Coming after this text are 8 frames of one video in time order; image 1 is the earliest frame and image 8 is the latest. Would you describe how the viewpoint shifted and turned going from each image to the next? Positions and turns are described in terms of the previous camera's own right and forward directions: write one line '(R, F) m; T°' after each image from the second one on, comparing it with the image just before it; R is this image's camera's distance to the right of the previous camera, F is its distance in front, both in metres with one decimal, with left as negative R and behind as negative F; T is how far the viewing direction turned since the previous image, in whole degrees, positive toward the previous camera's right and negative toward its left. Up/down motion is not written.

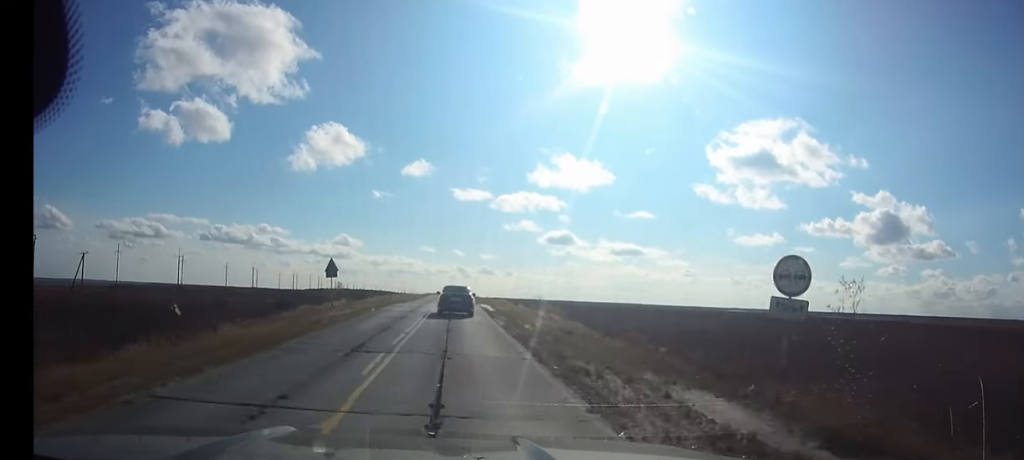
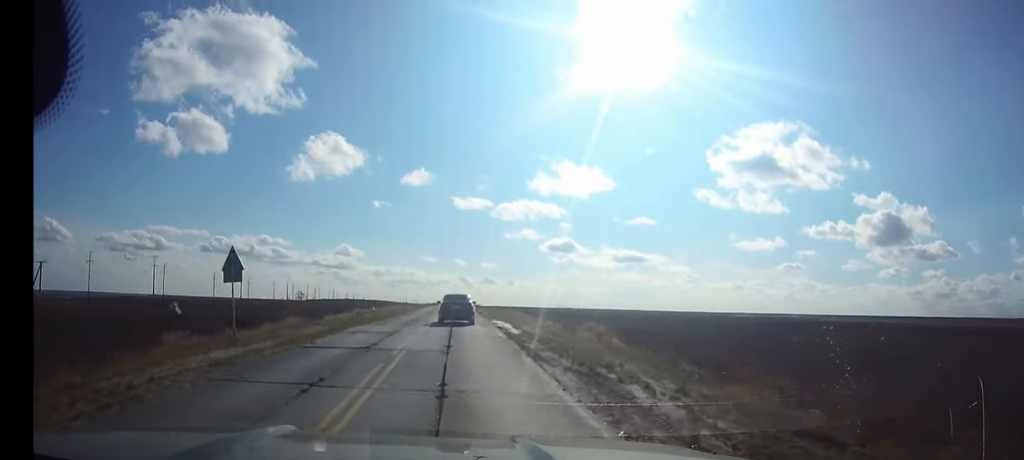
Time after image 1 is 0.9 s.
(0.0, +16.8) m; 0°
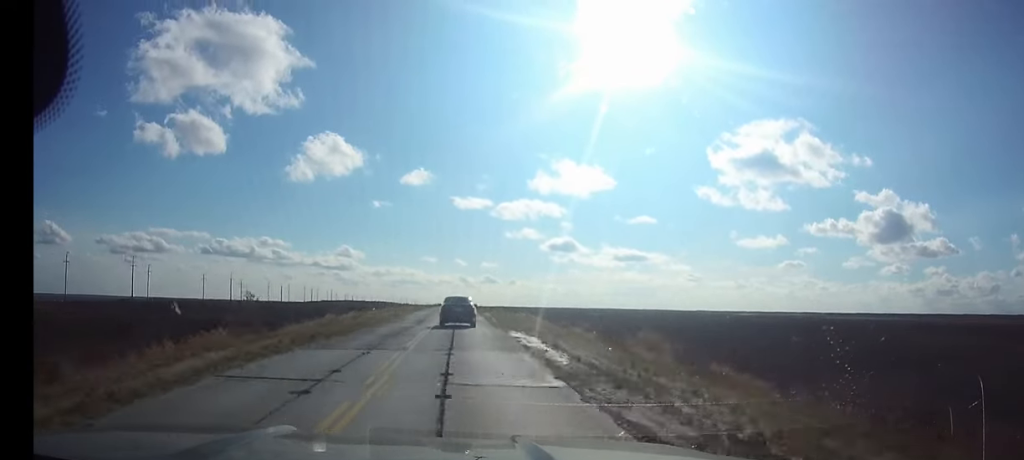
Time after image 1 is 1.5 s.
(0.0, +11.9) m; 0°
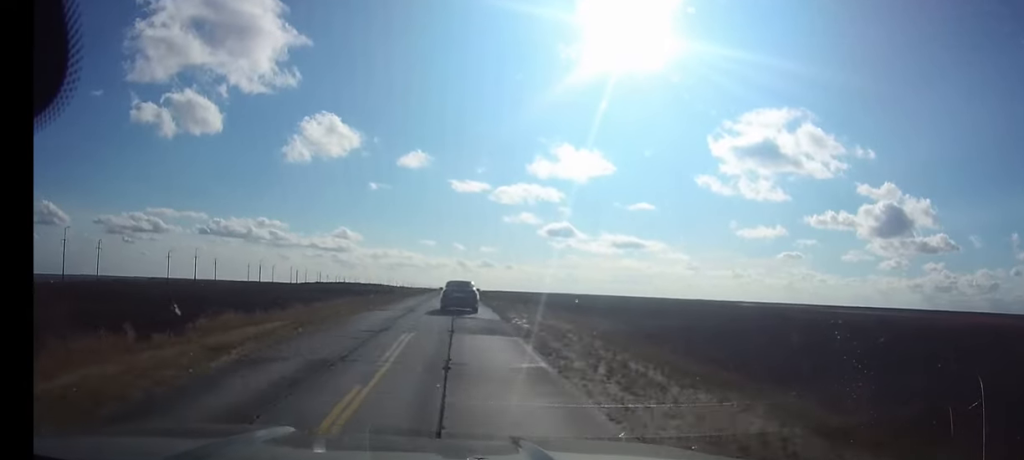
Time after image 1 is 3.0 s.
(0.0, +30.2) m; 0°
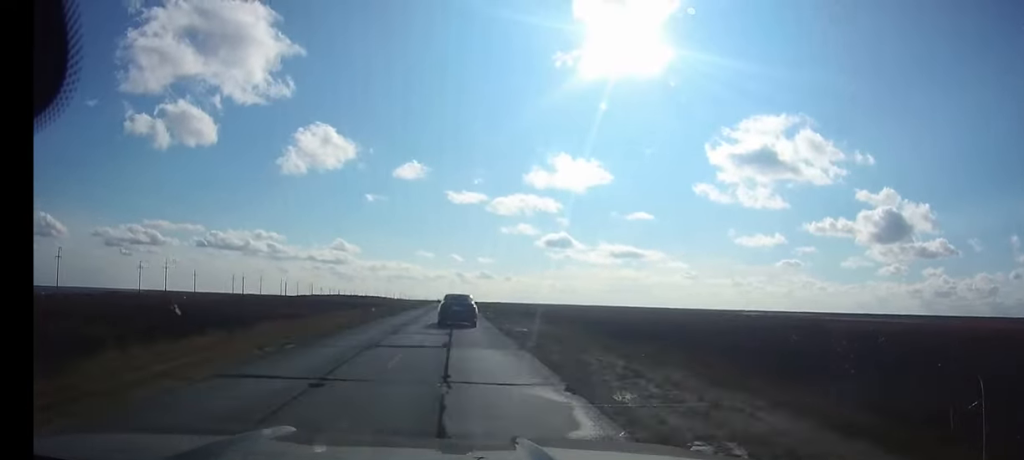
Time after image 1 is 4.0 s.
(0.0, +20.1) m; 0°
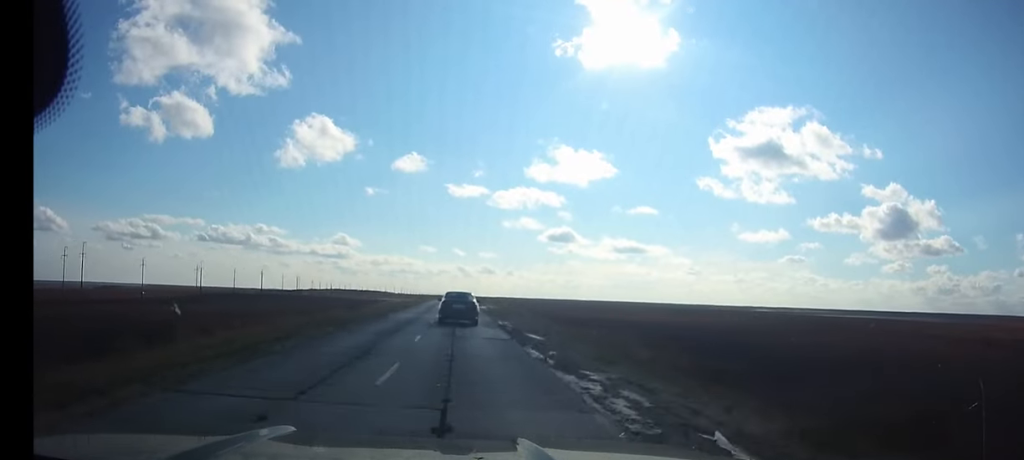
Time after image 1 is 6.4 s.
(0.0, +44.9) m; 0°
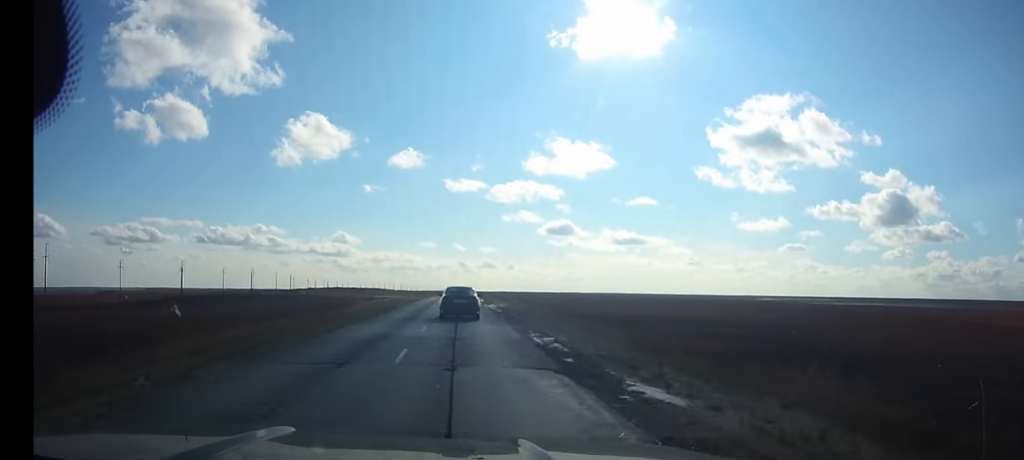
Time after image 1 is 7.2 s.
(0.0, +14.2) m; 0°
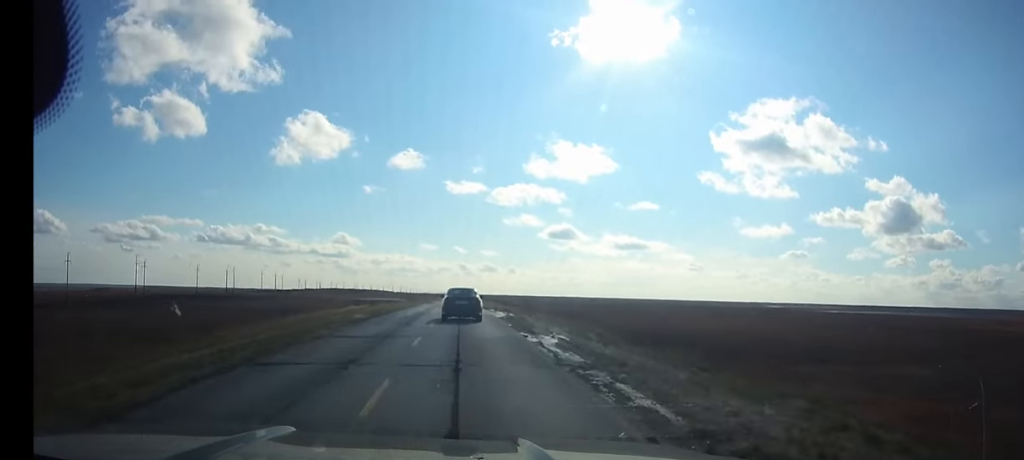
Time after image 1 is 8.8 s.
(-0.1, +29.8) m; 0°
